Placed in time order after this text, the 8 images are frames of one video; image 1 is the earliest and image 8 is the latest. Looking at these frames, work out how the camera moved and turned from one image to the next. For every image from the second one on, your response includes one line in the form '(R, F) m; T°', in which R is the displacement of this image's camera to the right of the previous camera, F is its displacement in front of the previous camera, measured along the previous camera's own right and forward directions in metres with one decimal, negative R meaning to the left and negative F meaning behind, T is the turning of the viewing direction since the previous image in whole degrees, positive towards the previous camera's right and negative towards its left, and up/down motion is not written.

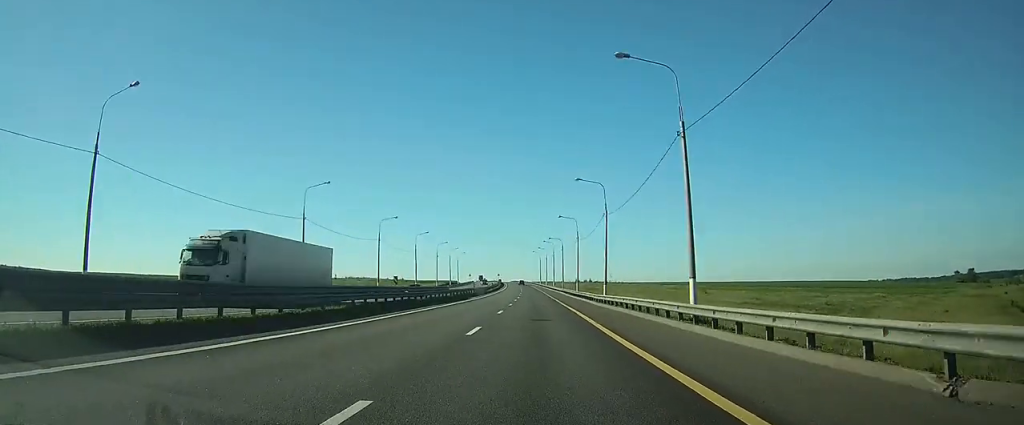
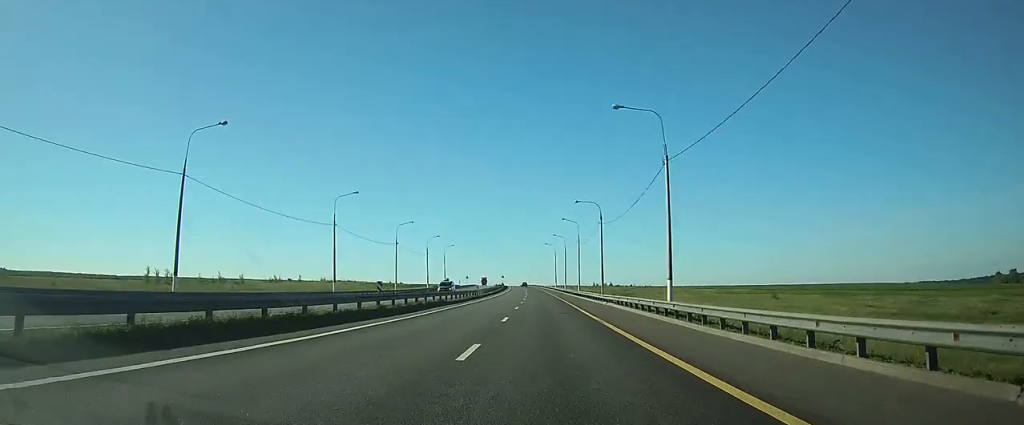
(-0.5, +53.0) m; -1°
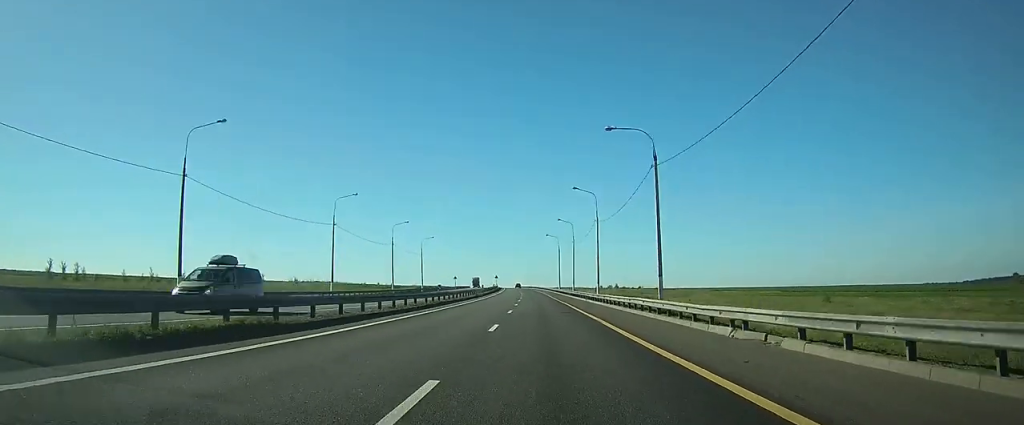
(-0.2, +29.5) m; 0°
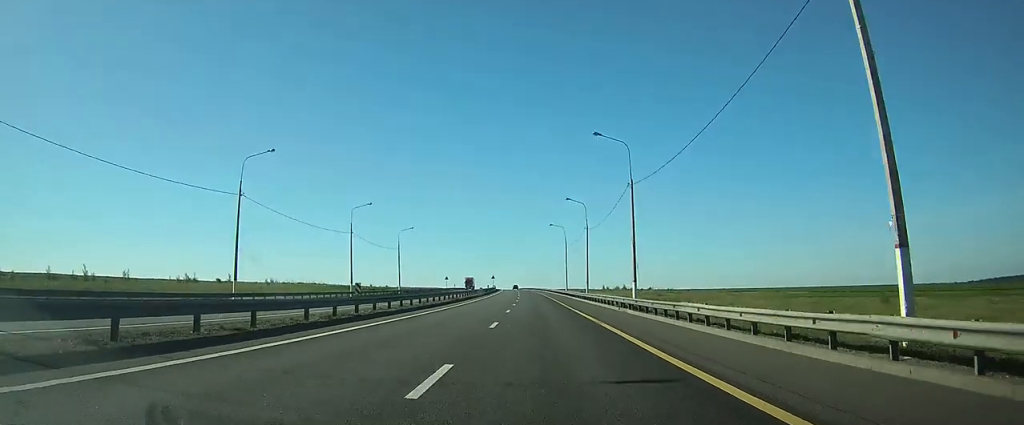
(0.0, +22.3) m; 0°
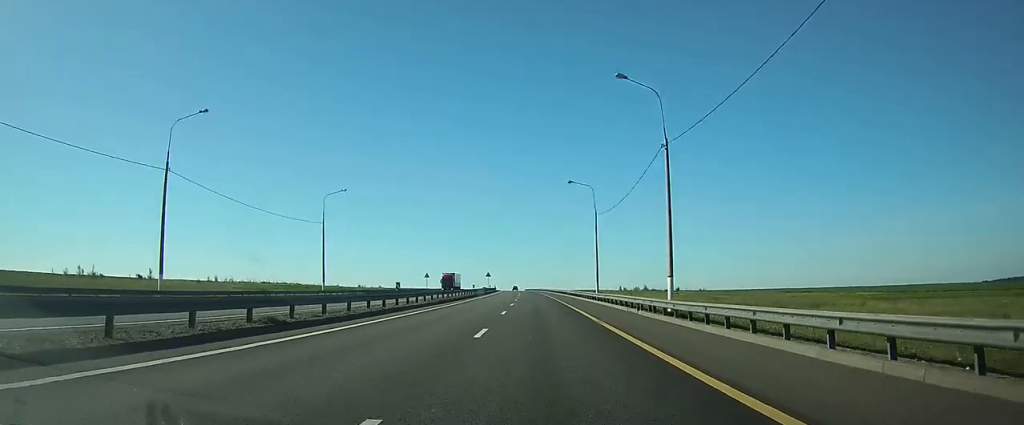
(-0.2, +40.3) m; -1°
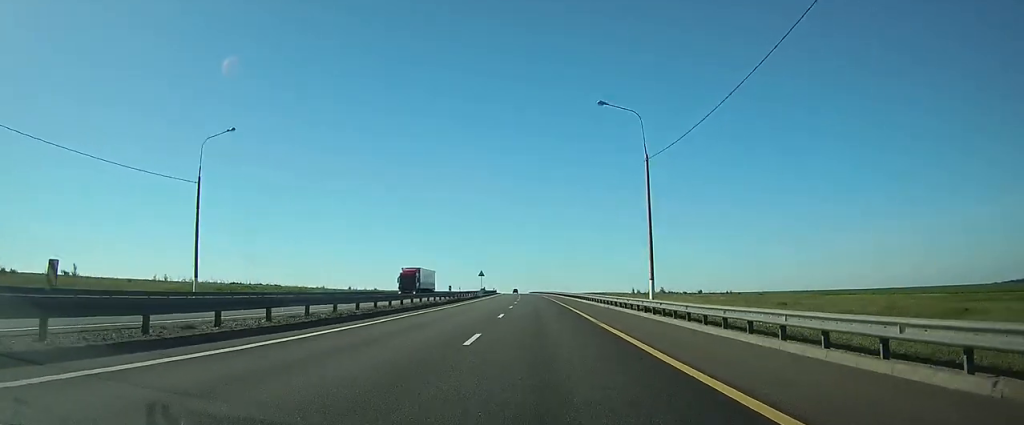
(-0.1, +26.0) m; 0°
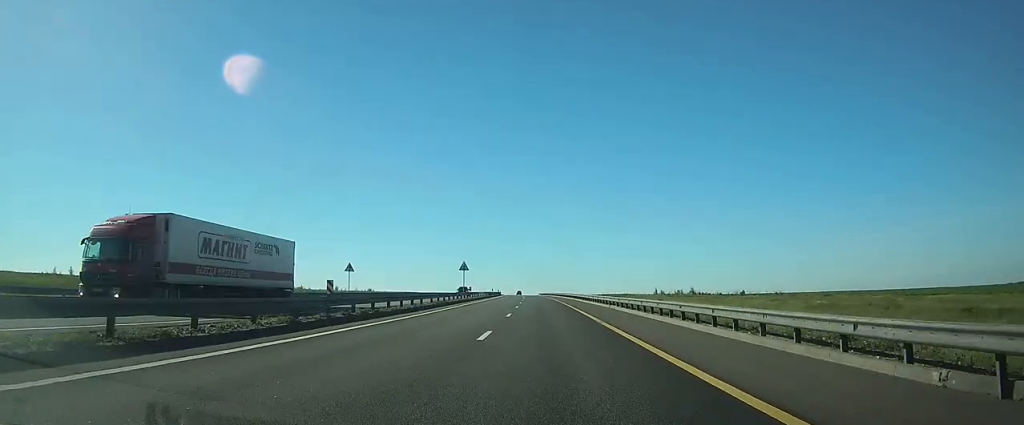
(-0.1, +34.7) m; -1°
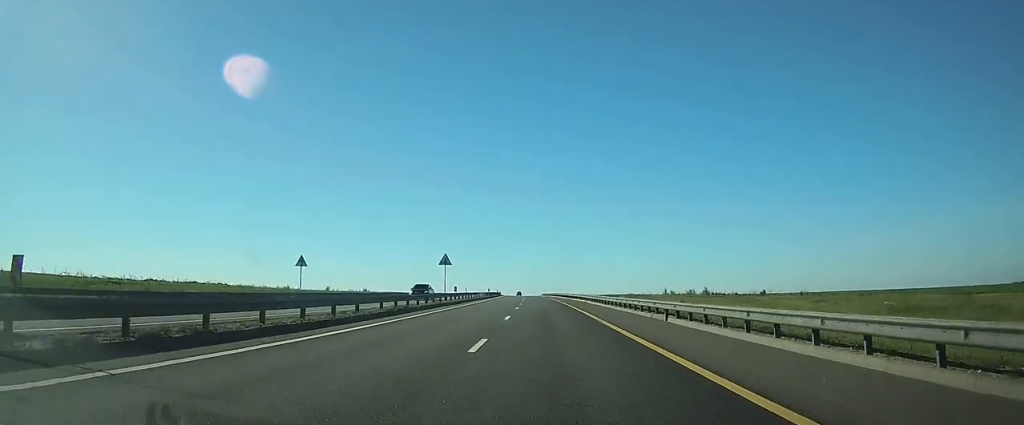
(0.0, +14.8) m; -1°
